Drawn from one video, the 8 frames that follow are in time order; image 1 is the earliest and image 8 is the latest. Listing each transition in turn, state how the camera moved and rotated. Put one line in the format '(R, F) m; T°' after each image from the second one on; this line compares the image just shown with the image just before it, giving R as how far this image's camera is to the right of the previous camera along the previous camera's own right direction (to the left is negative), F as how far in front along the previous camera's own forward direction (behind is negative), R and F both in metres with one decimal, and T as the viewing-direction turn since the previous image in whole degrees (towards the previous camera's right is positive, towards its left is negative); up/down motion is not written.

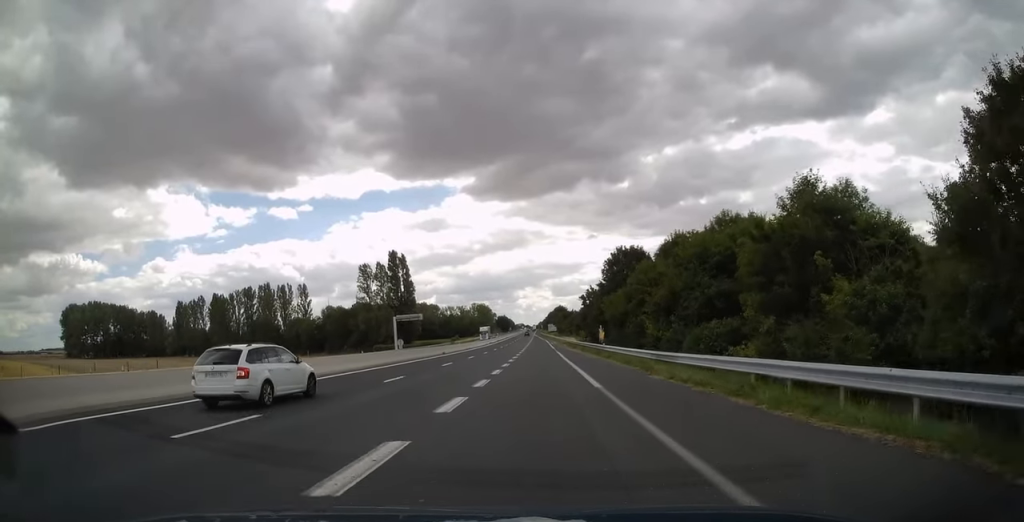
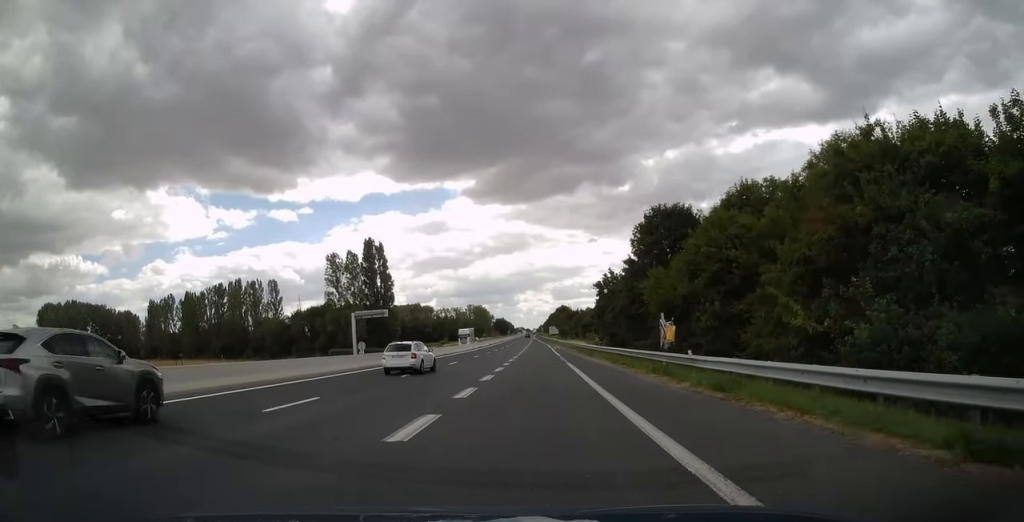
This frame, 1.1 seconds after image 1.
(-0.3, +23.2) m; -1°
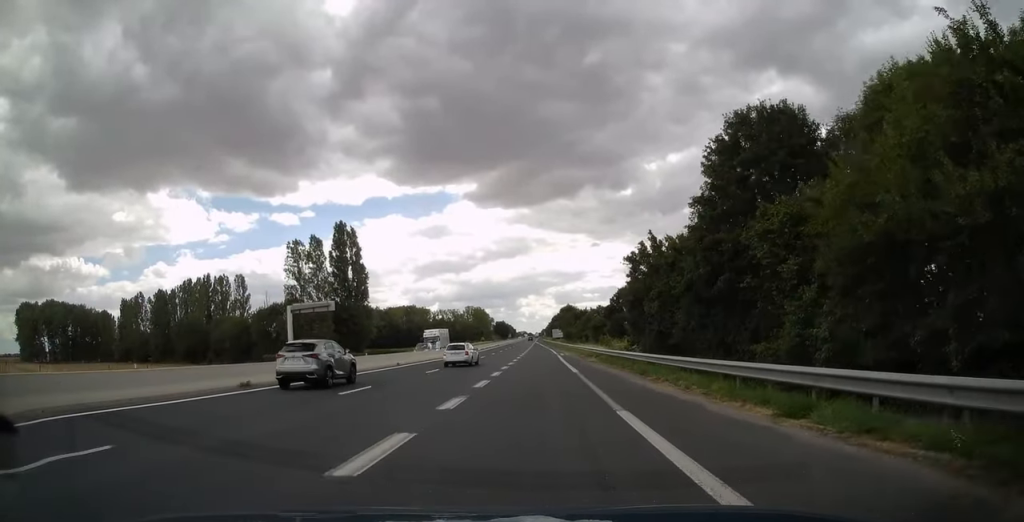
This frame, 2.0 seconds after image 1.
(-0.1, +21.9) m; 0°
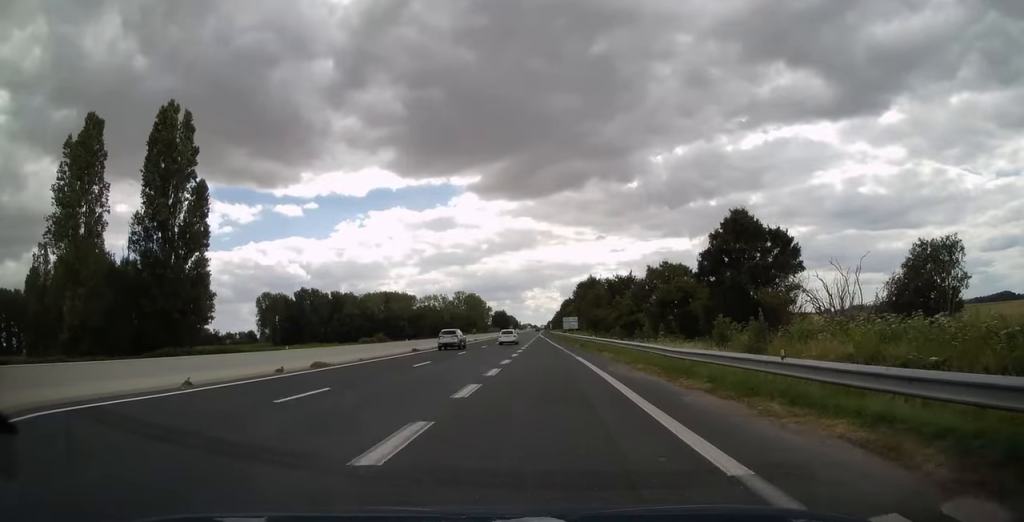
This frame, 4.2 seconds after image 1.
(-0.5, +59.1) m; 0°
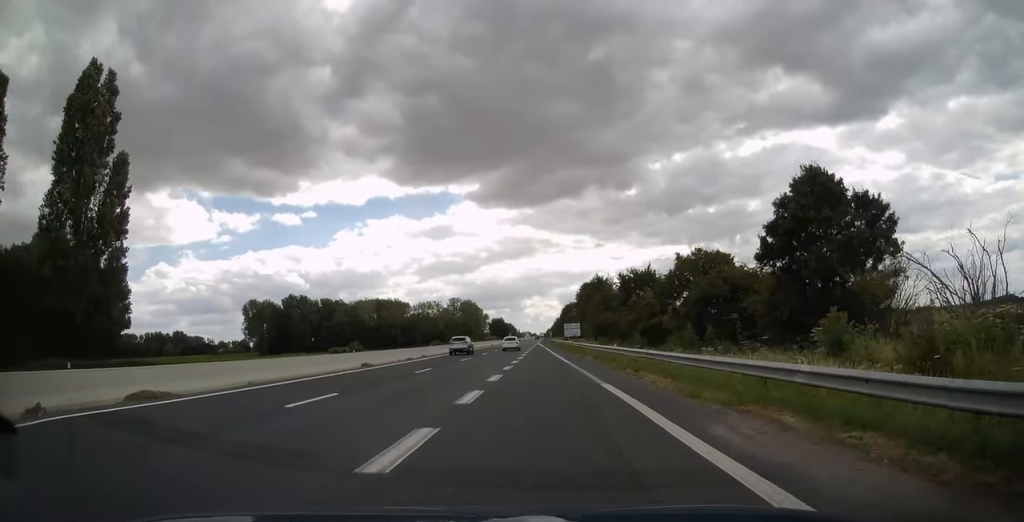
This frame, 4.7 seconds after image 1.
(+0.1, +13.3) m; 0°
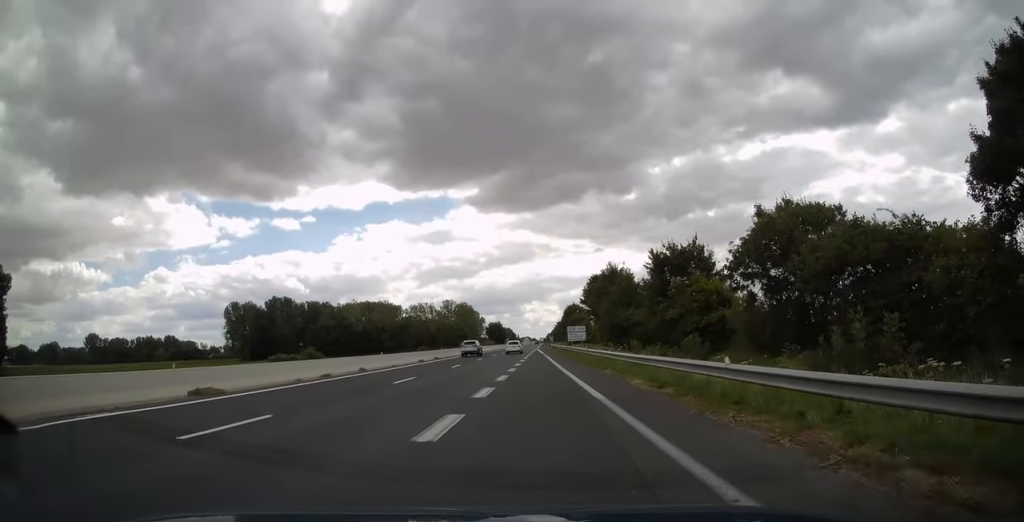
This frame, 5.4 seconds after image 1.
(+0.1, +17.7) m; 0°
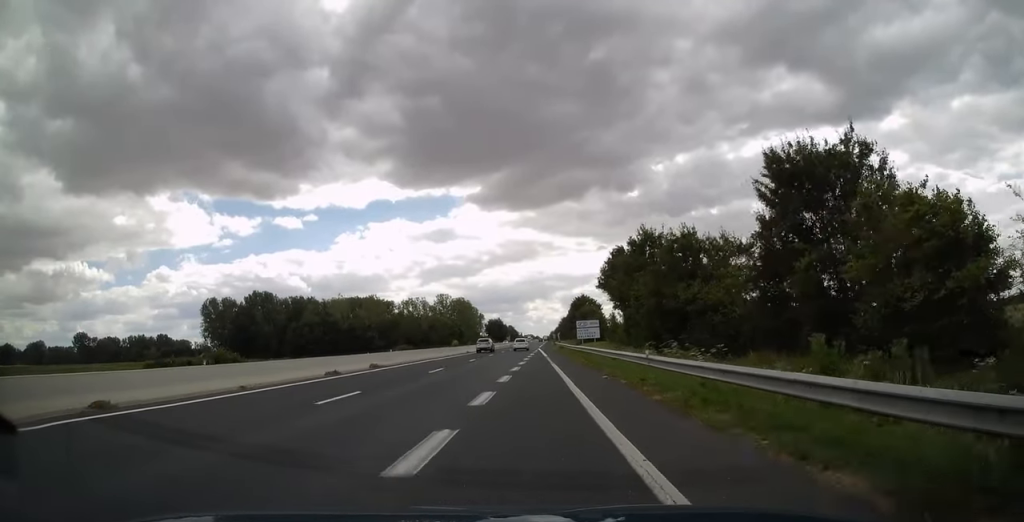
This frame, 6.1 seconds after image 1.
(+0.2, +21.8) m; -1°
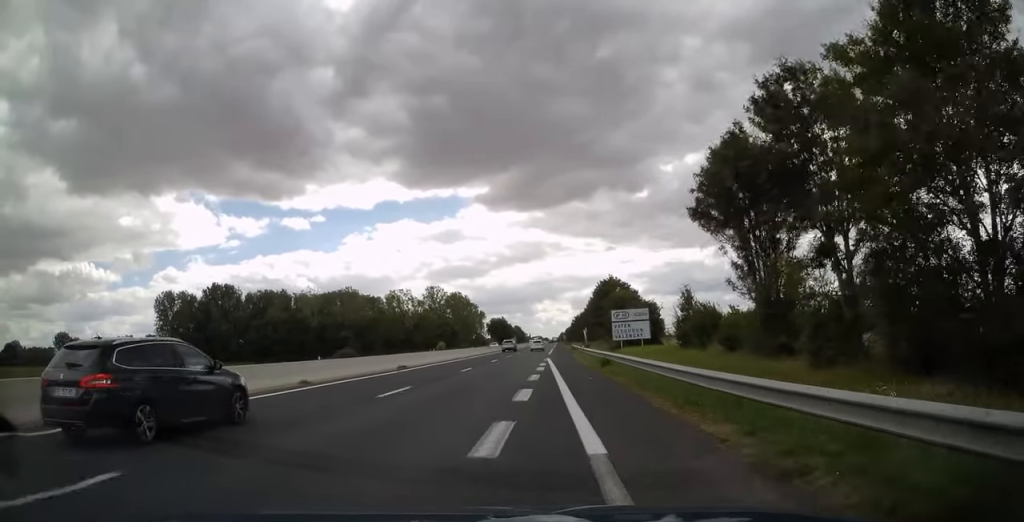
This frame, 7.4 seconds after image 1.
(-0.7, +38.4) m; -1°
